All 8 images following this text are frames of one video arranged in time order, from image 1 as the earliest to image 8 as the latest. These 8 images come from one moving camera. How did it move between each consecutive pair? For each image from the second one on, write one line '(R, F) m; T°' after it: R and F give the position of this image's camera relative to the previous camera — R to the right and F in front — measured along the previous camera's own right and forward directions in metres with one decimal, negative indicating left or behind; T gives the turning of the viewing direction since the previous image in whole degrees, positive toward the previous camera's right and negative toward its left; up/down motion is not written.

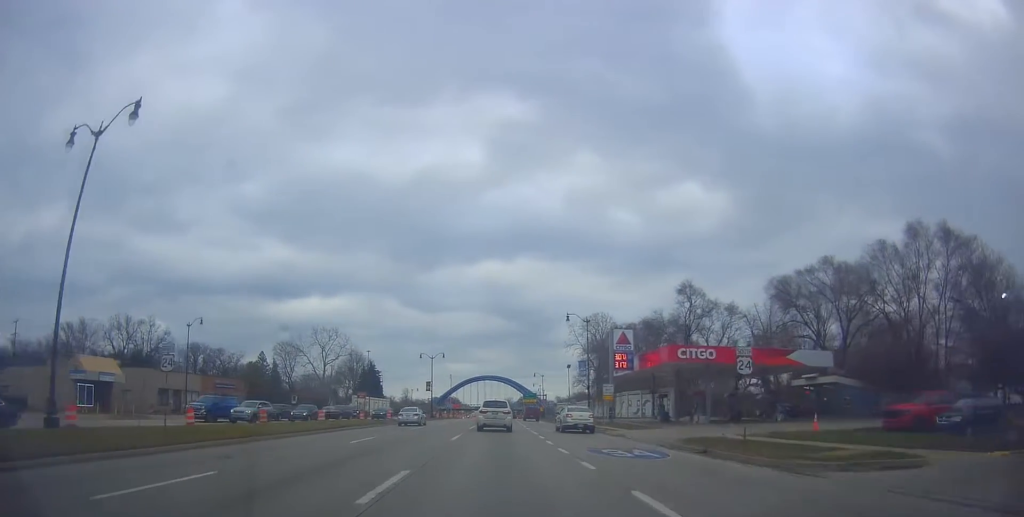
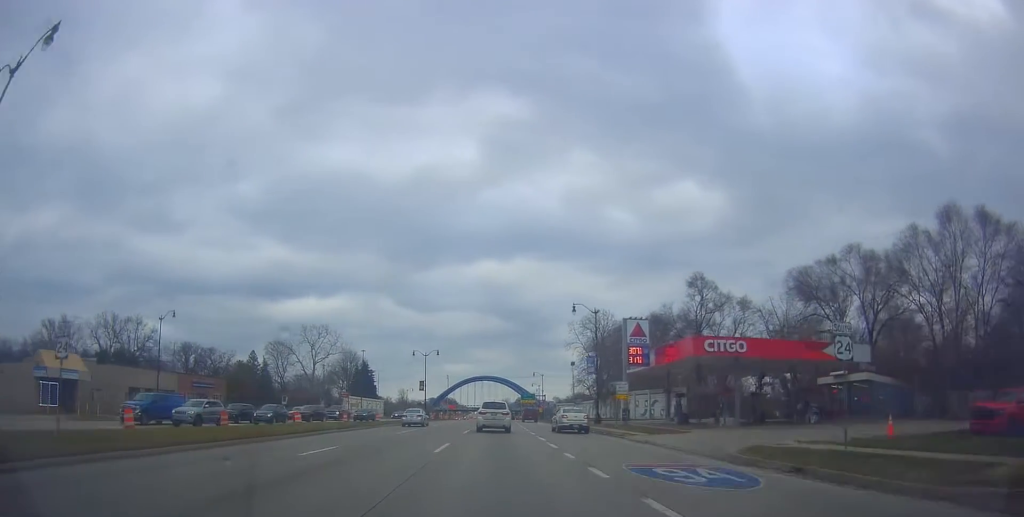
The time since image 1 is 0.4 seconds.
(0.0, +5.8) m; 0°
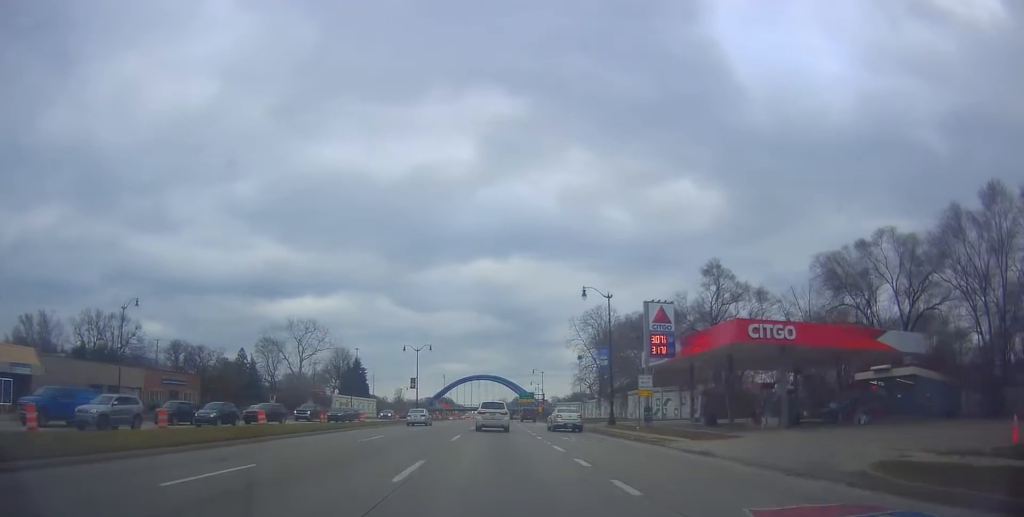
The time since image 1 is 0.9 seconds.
(0.0, +6.8) m; 0°
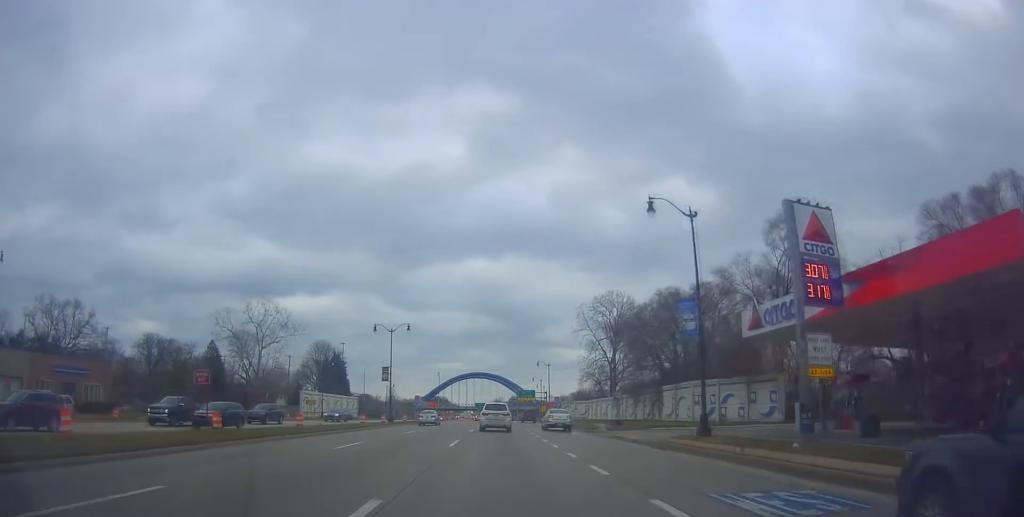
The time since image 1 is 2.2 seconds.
(0.0, +20.2) m; 0°
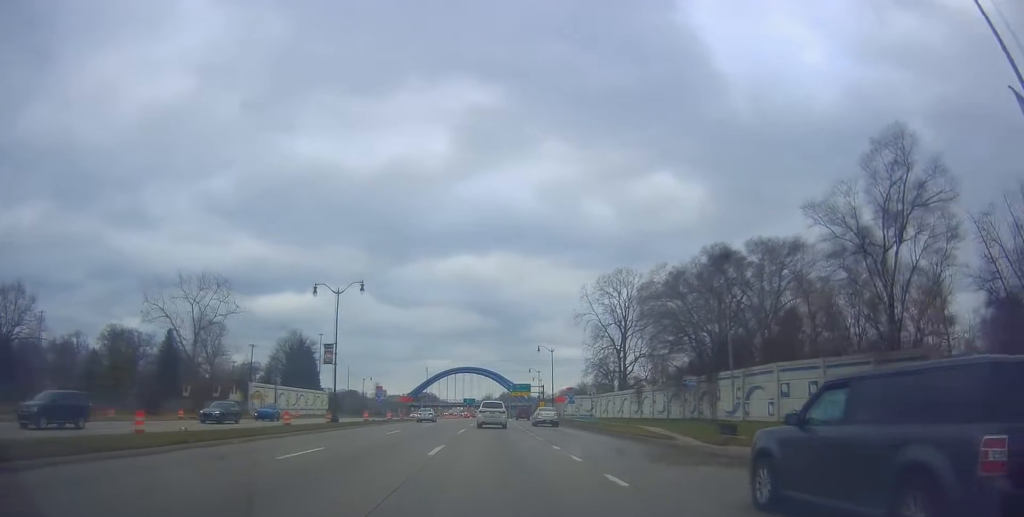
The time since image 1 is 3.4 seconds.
(0.0, +20.3) m; +2°
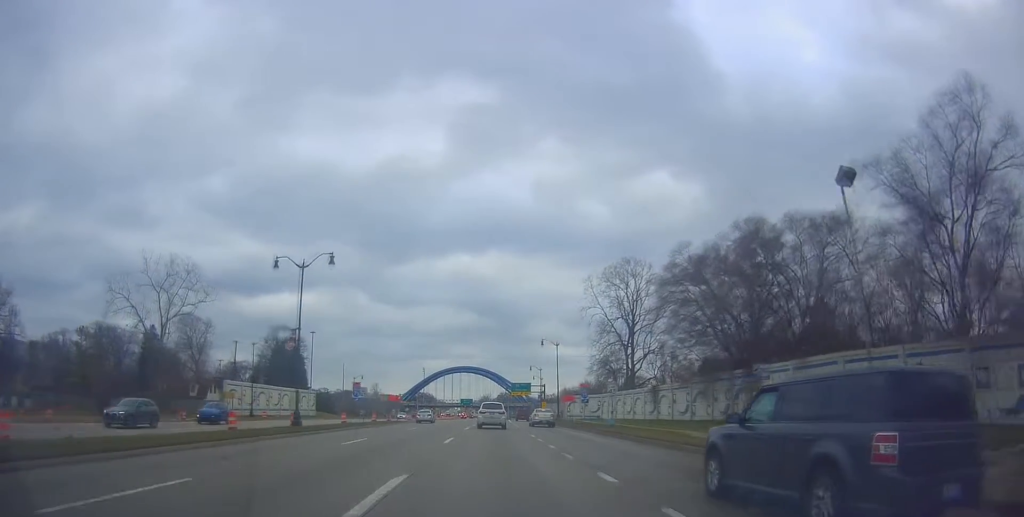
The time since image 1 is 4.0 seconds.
(-0.1, +8.6) m; +1°
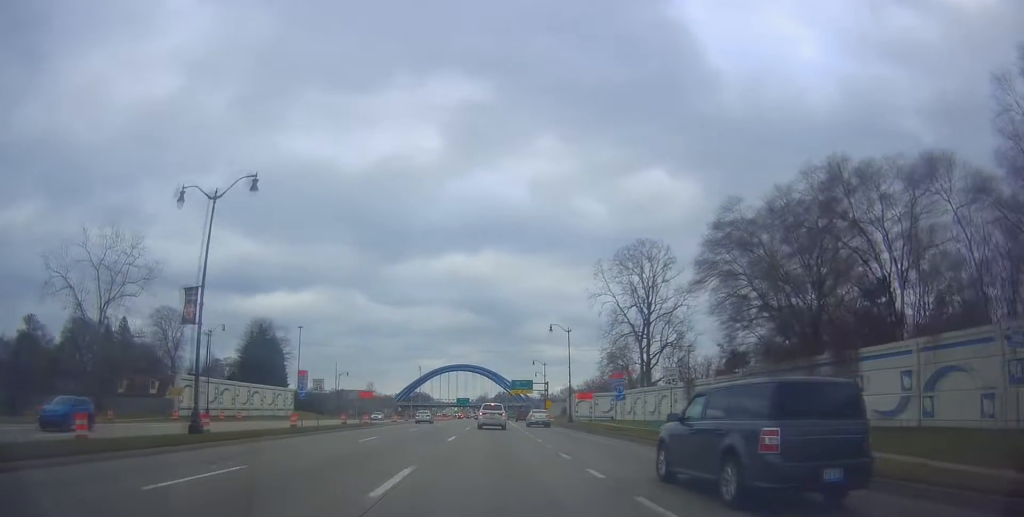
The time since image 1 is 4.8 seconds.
(+0.7, +13.0) m; 0°
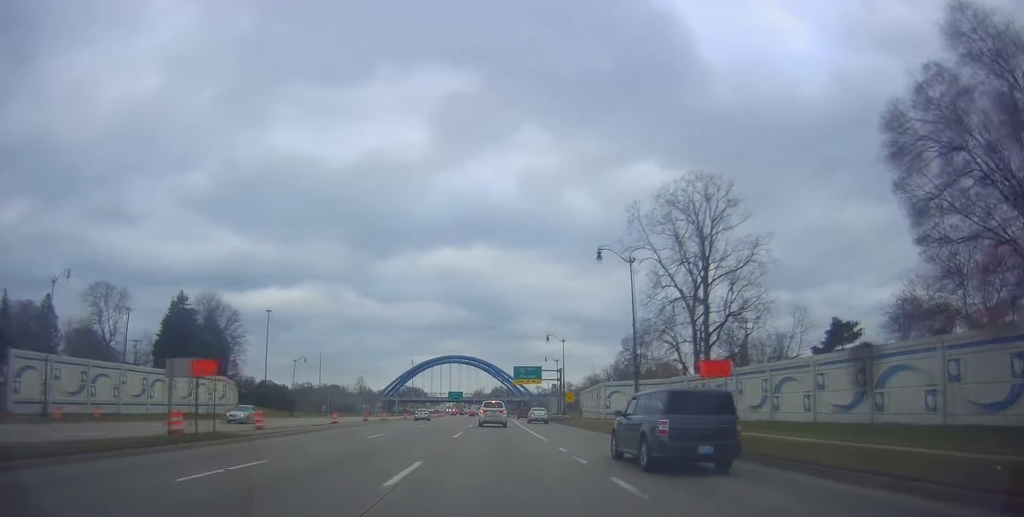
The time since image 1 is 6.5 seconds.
(-0.2, +29.2) m; 0°
